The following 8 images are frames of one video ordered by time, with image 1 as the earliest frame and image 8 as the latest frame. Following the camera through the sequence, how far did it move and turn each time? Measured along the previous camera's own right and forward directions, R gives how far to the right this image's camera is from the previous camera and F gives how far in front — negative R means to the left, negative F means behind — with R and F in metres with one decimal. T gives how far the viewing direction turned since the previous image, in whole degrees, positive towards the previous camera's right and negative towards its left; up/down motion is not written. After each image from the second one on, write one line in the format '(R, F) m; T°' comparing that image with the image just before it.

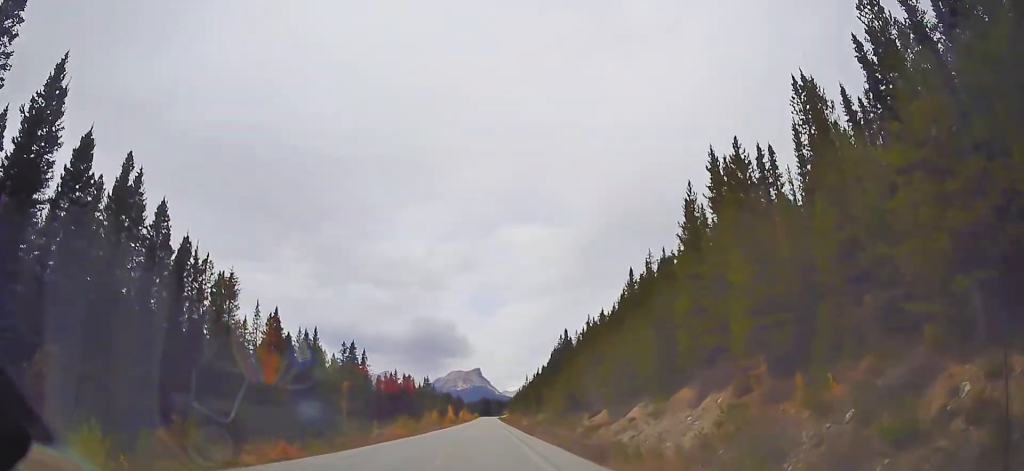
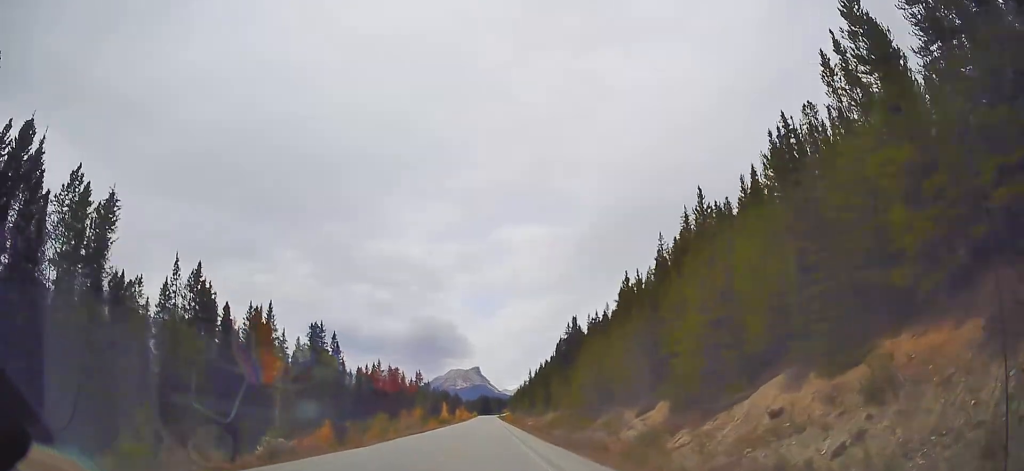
(-0.2, +23.5) m; 0°
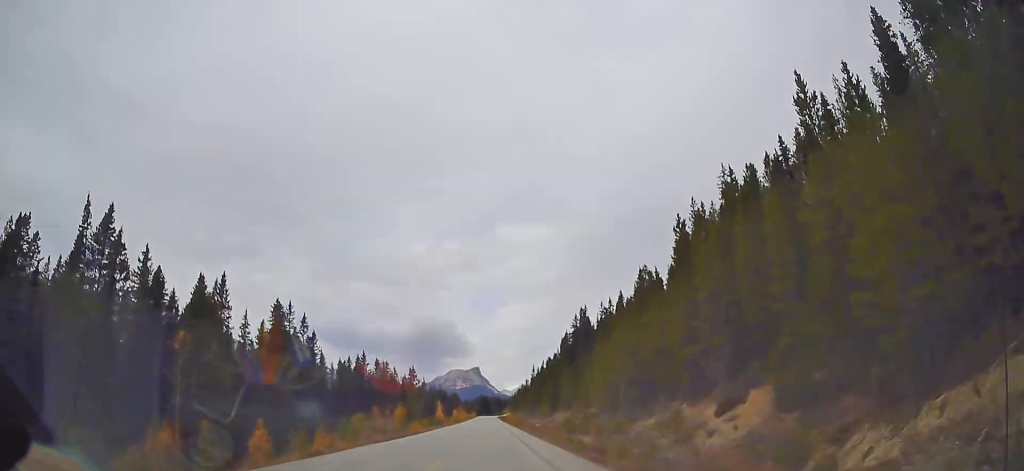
(0.0, +17.5) m; 0°
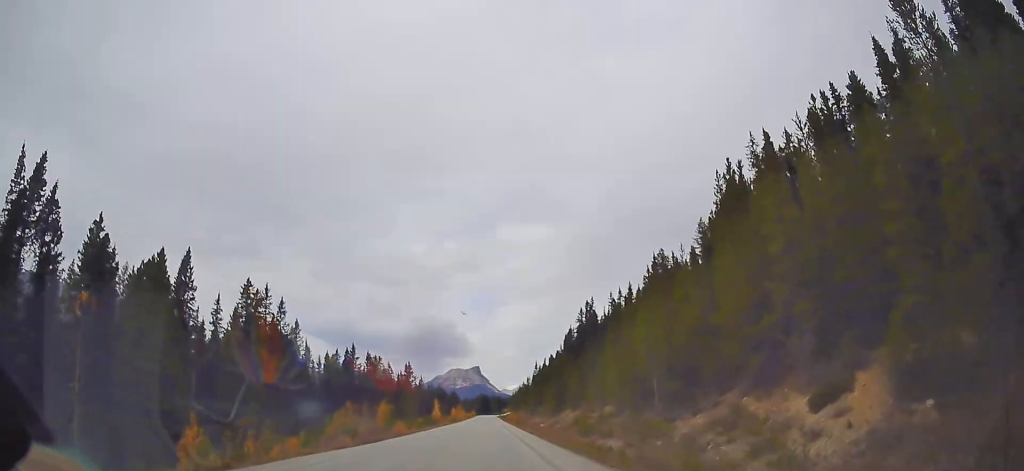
(+0.1, +9.9) m; 0°
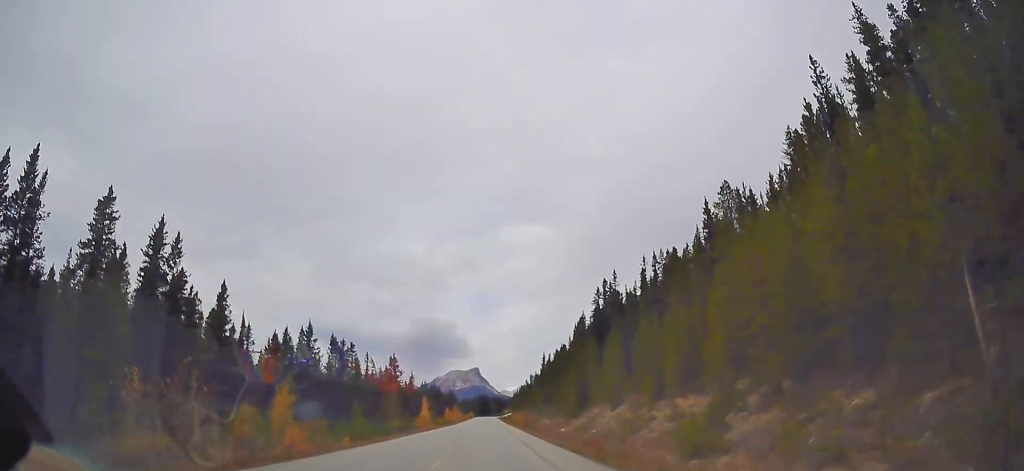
(-0.1, +28.2) m; 0°
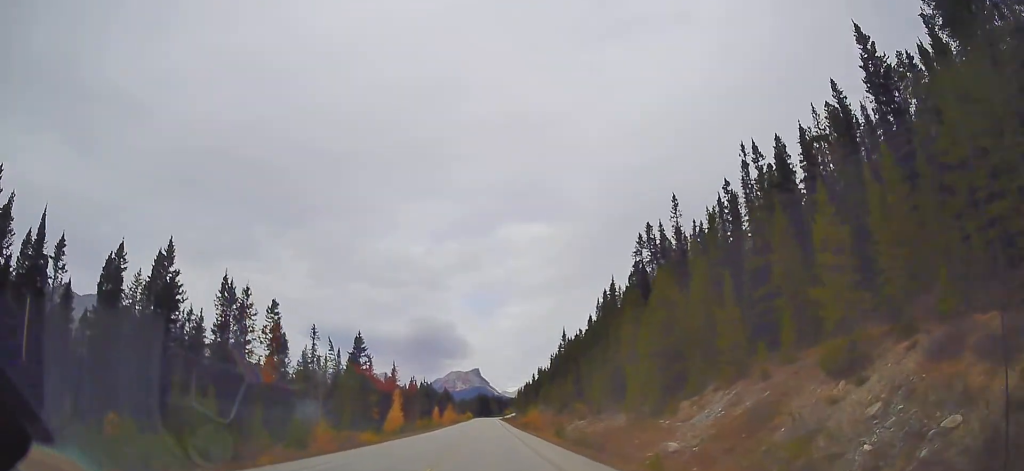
(0.0, +42.0) m; -1°
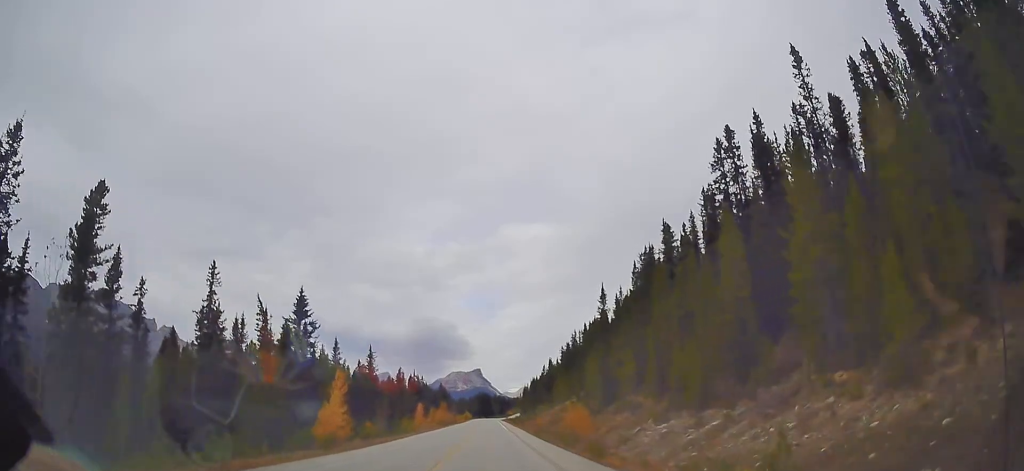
(-0.3, +37.1) m; +1°
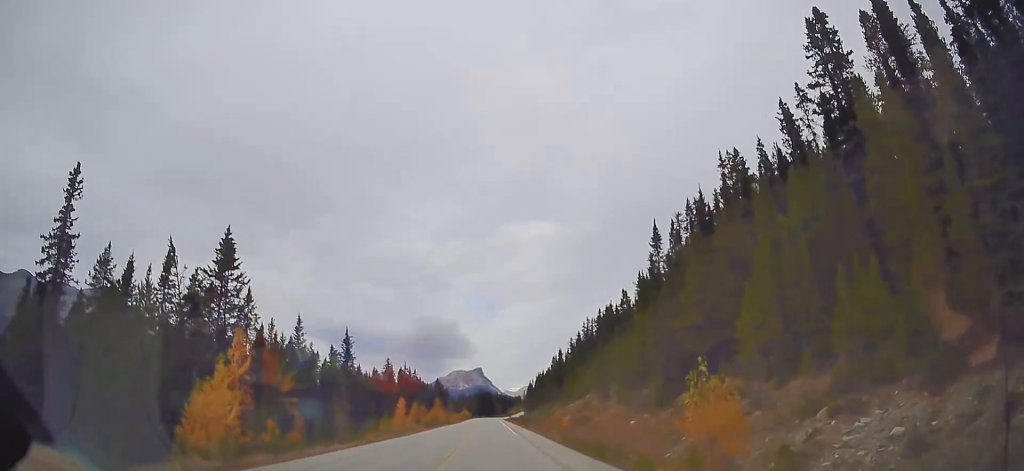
(+0.5, +25.3) m; 0°
